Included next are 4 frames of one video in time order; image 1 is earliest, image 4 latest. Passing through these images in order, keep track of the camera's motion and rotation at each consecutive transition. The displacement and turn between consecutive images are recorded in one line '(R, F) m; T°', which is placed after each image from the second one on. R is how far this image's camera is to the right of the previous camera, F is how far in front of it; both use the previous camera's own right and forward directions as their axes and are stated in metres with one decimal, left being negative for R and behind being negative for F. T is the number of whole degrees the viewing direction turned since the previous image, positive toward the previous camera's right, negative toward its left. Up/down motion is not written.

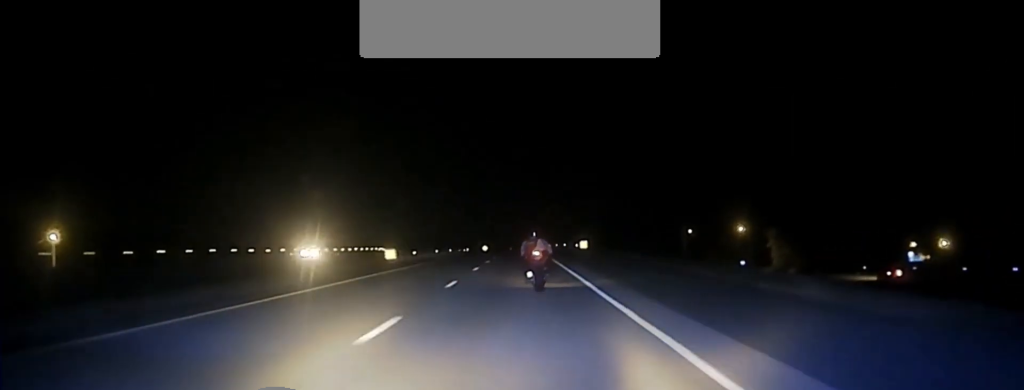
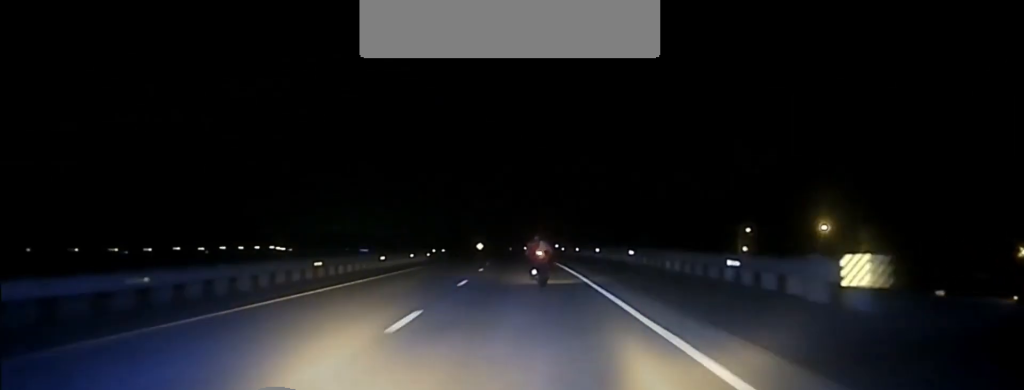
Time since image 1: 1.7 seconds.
(+0.6, +58.4) m; 0°
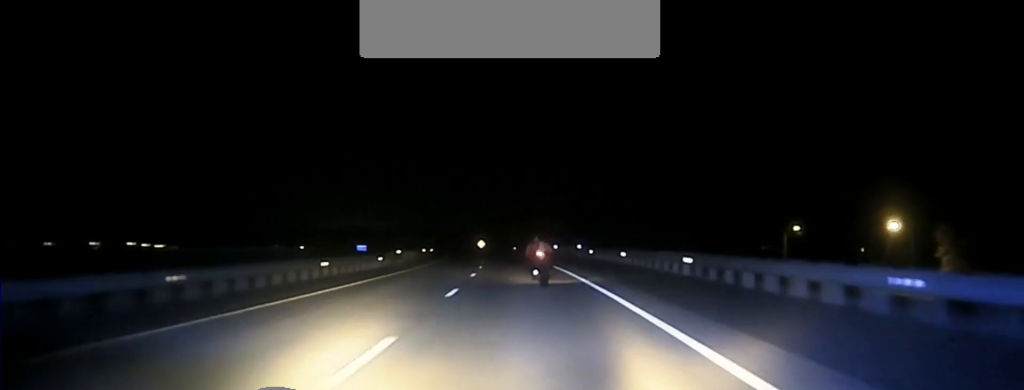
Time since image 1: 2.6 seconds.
(-0.4, +29.2) m; -1°
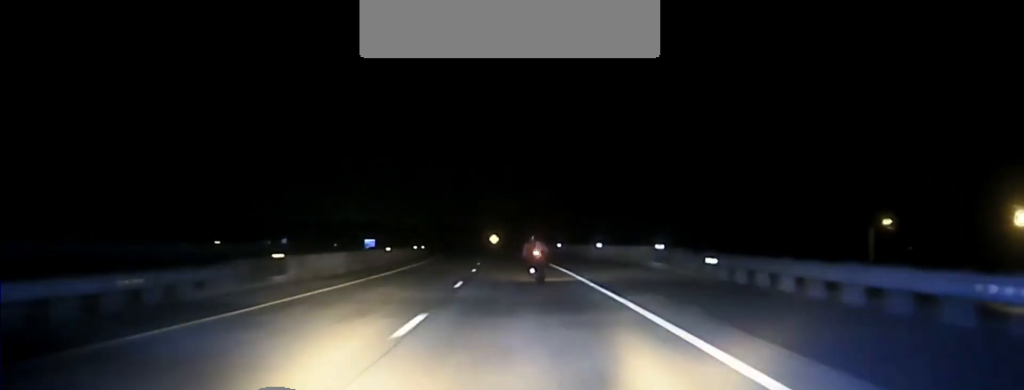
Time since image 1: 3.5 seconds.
(0.0, +34.0) m; -1°
